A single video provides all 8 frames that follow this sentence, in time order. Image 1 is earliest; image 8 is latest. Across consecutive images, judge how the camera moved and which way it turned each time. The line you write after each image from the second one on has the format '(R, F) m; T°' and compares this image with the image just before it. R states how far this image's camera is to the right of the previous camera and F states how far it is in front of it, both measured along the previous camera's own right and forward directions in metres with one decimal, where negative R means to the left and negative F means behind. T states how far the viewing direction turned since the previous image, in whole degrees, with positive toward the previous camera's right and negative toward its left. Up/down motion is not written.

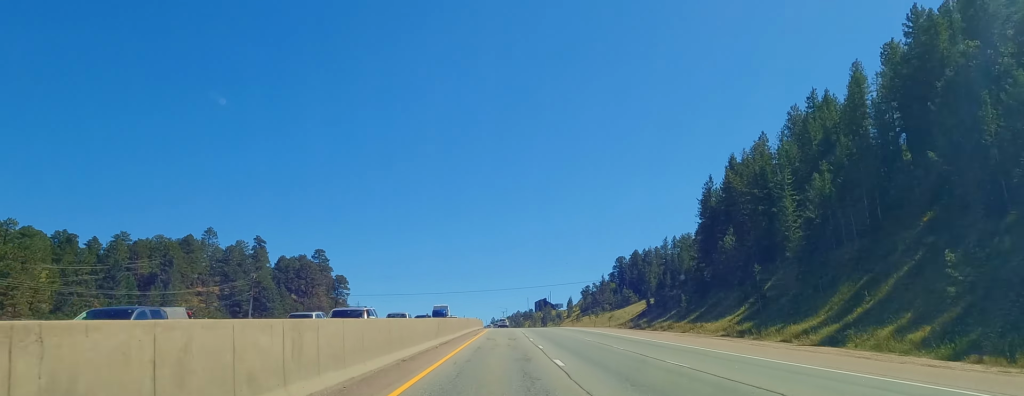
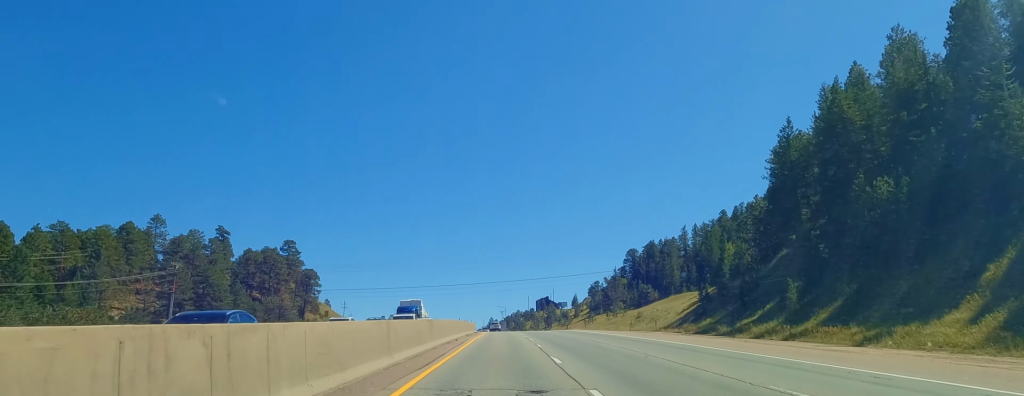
(+0.1, +34.6) m; 0°
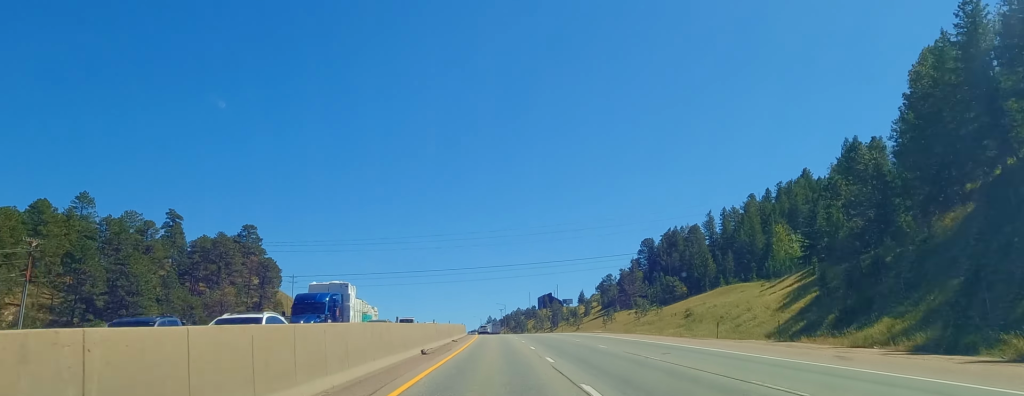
(-0.2, +34.5) m; -1°
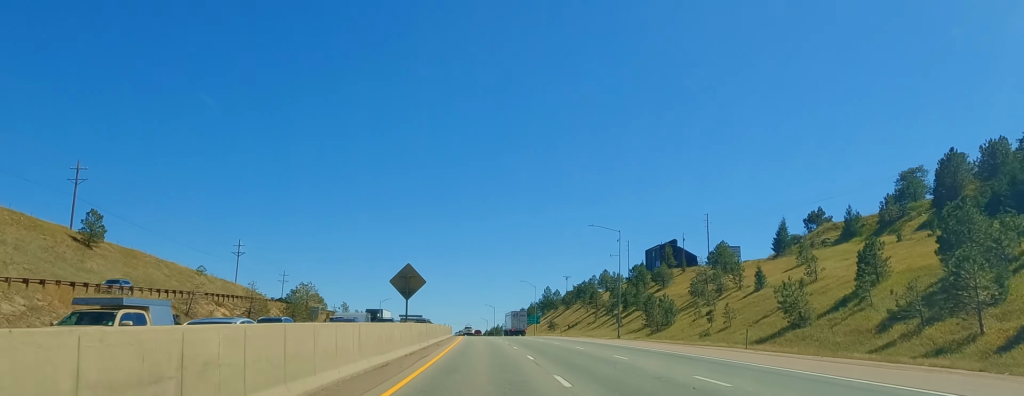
(-6.3, +190.8) m; -4°
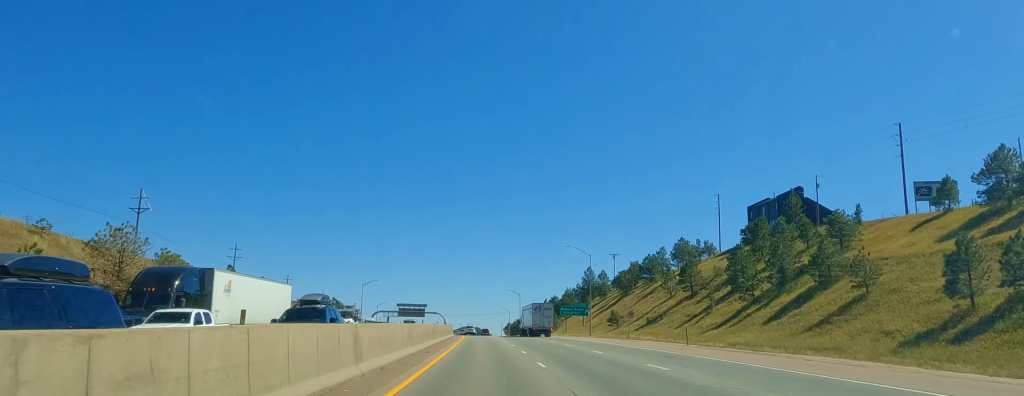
(-1.7, +66.3) m; -1°
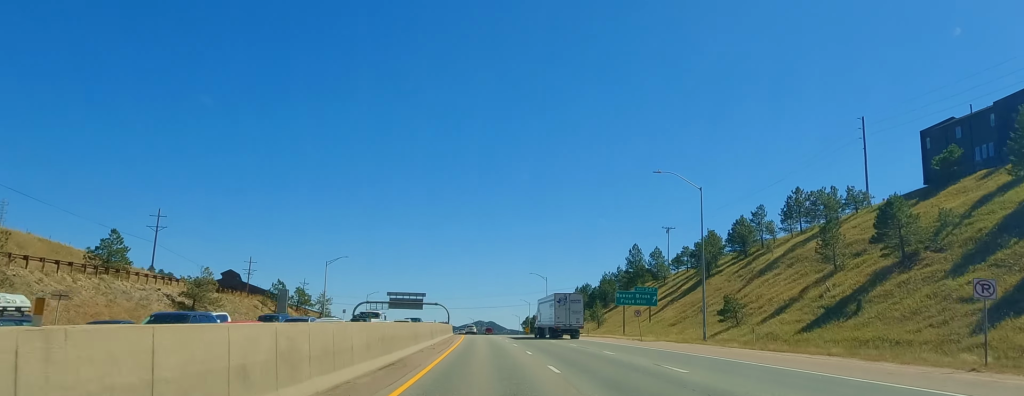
(0.0, +50.4) m; 0°
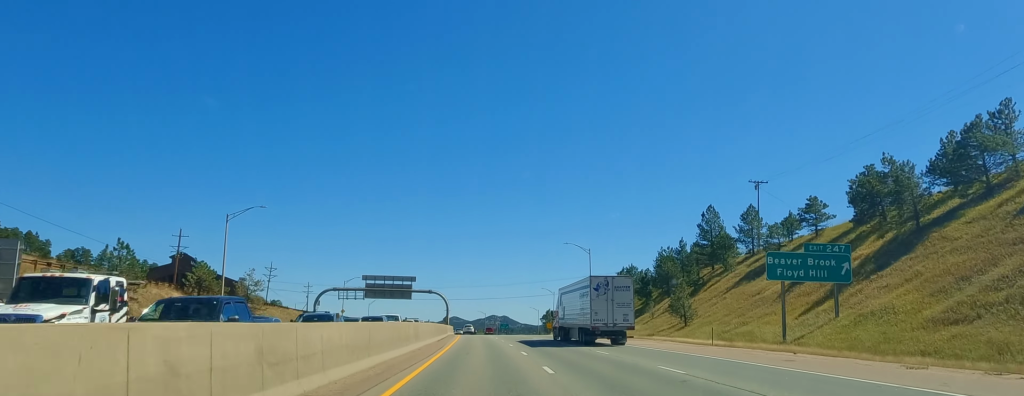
(+0.3, +49.4) m; -2°
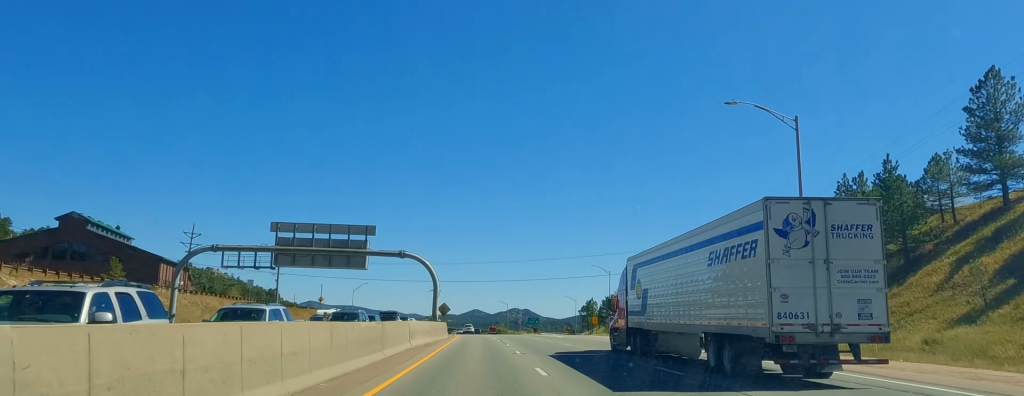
(-2.5, +62.3) m; -2°
